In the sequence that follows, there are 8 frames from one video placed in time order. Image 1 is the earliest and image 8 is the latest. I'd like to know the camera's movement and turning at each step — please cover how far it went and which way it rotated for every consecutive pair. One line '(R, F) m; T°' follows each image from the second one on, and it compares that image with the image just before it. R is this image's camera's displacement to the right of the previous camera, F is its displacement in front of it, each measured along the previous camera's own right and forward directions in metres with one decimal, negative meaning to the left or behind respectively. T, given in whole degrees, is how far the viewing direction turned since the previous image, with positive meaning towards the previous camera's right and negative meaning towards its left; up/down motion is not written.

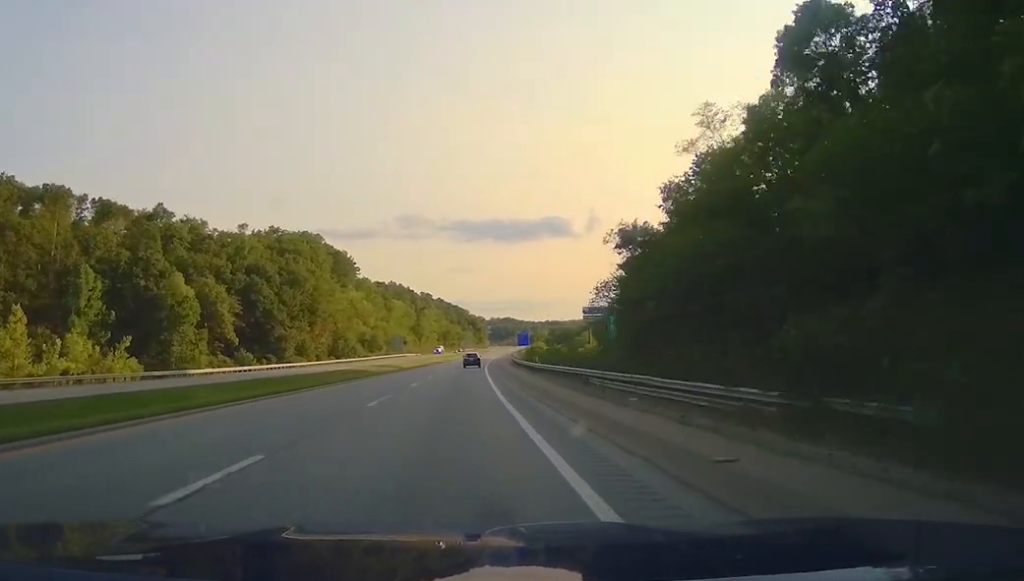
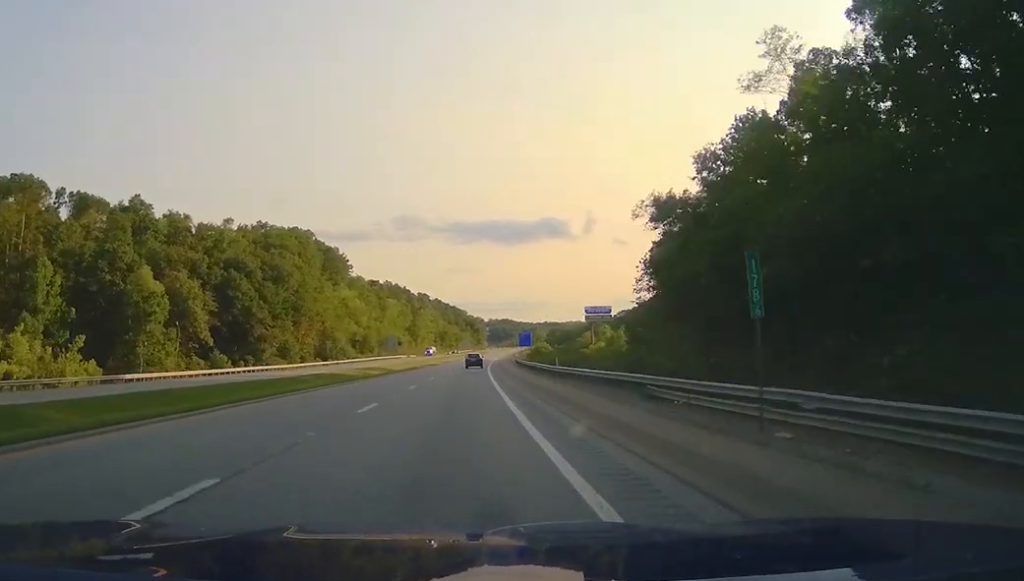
(0.0, +14.0) m; 0°
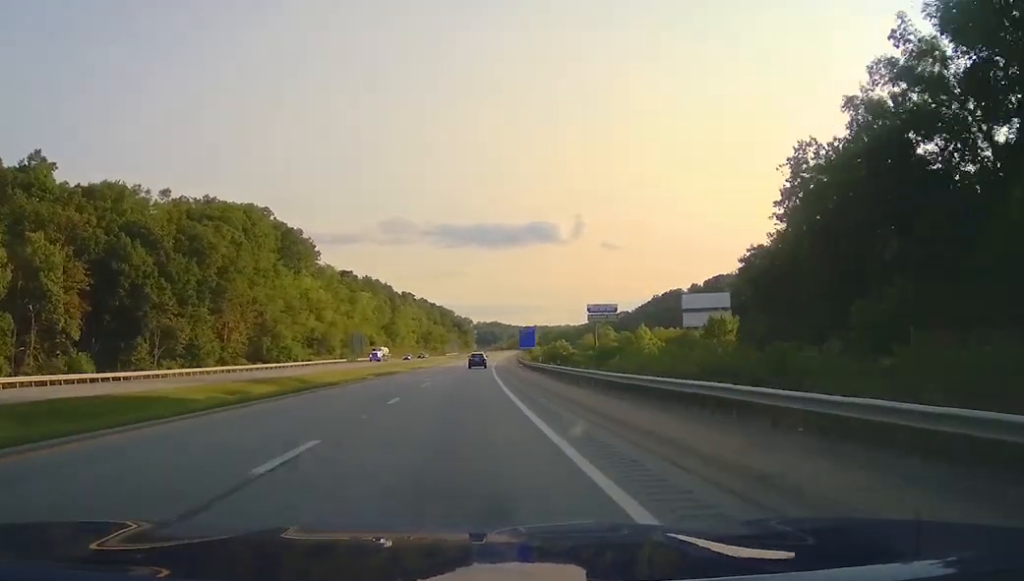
(0.0, +45.4) m; 0°
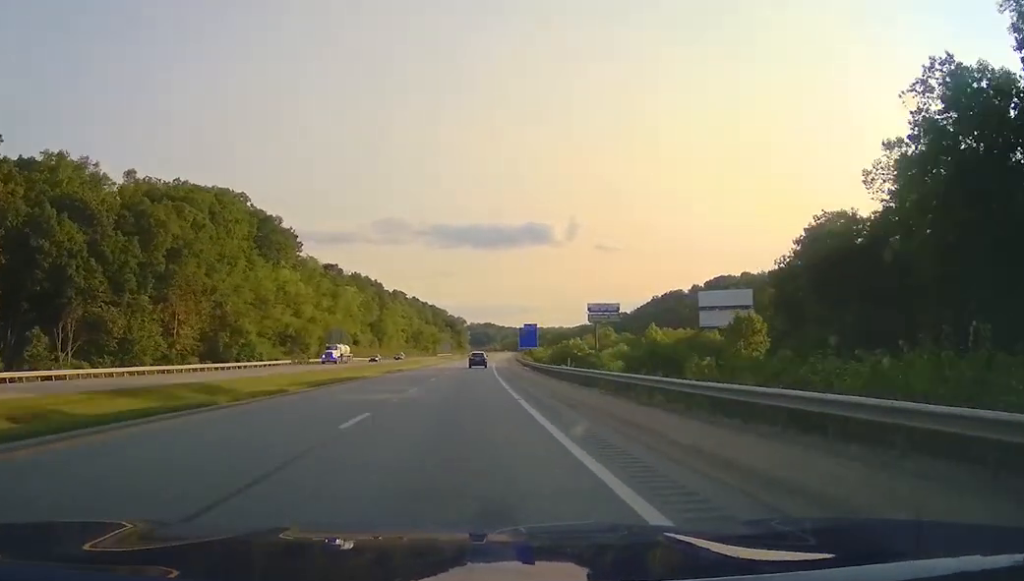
(0.0, +19.8) m; 0°
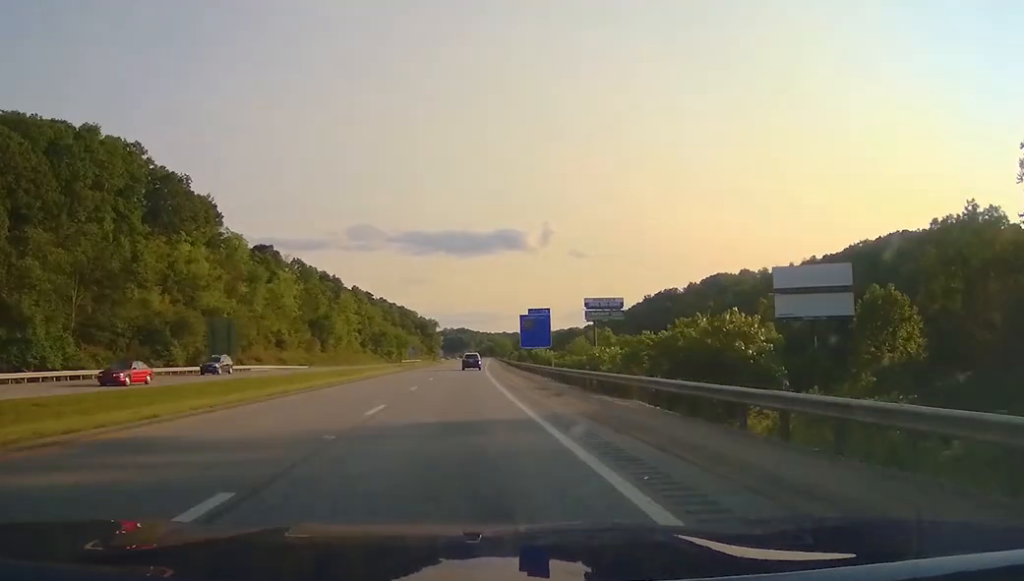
(+1.6, +57.9) m; +3°
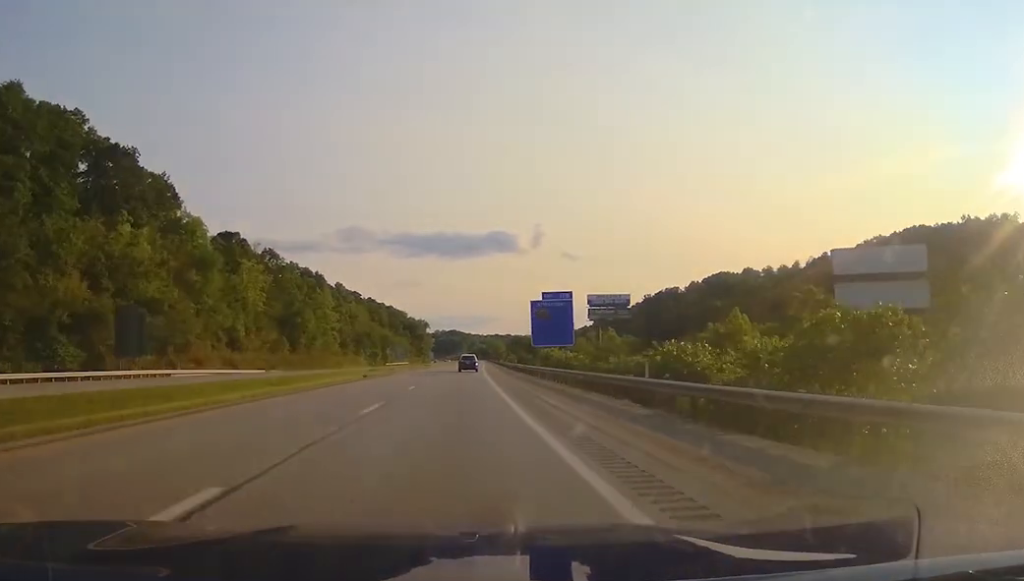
(+0.2, +24.3) m; 0°
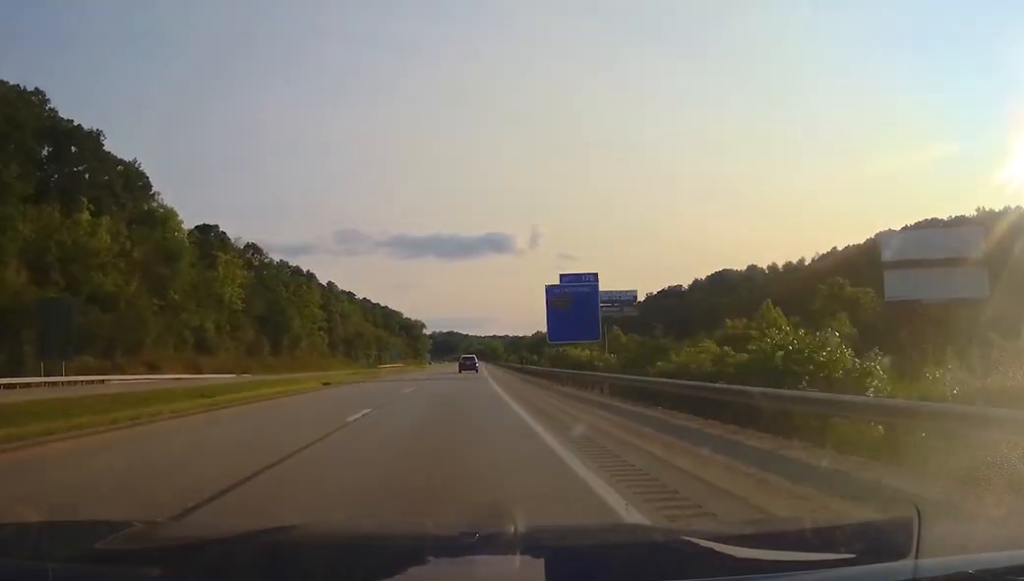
(0.0, +13.9) m; 0°
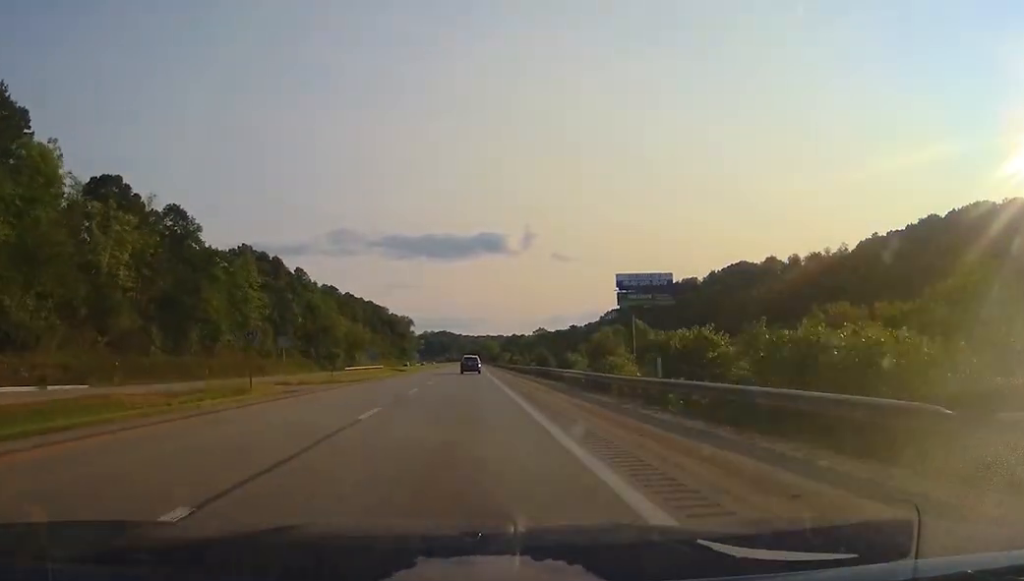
(0.0, +48.3) m; 0°
